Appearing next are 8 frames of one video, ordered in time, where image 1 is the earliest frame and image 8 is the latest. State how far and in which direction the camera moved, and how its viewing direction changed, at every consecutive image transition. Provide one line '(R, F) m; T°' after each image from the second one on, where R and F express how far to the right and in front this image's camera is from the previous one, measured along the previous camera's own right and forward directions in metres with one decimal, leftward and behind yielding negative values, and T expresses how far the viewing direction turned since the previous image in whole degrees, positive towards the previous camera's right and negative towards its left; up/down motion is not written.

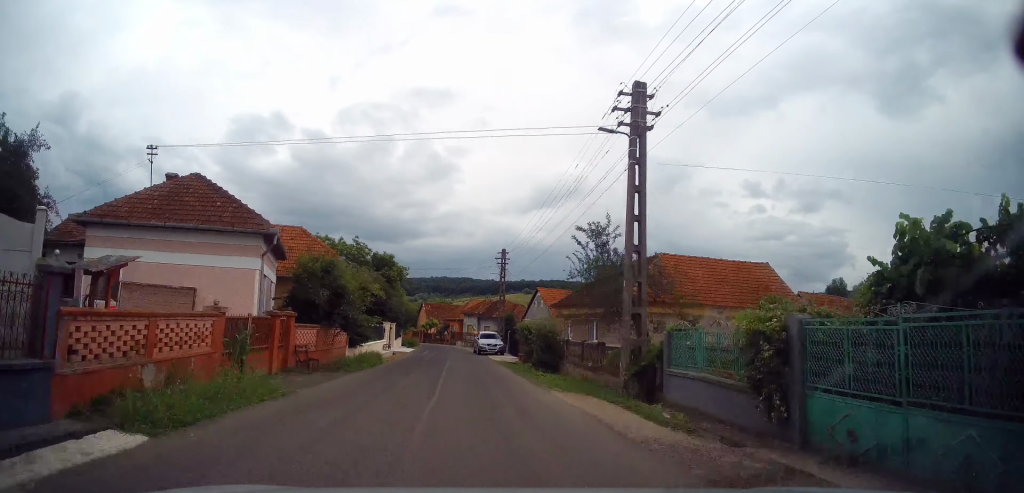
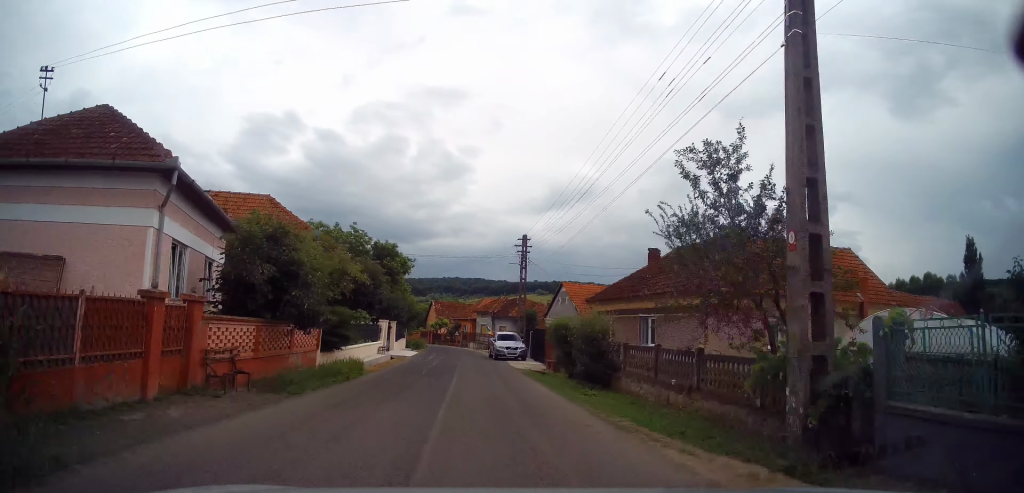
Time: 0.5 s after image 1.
(-0.4, +8.5) m; -1°
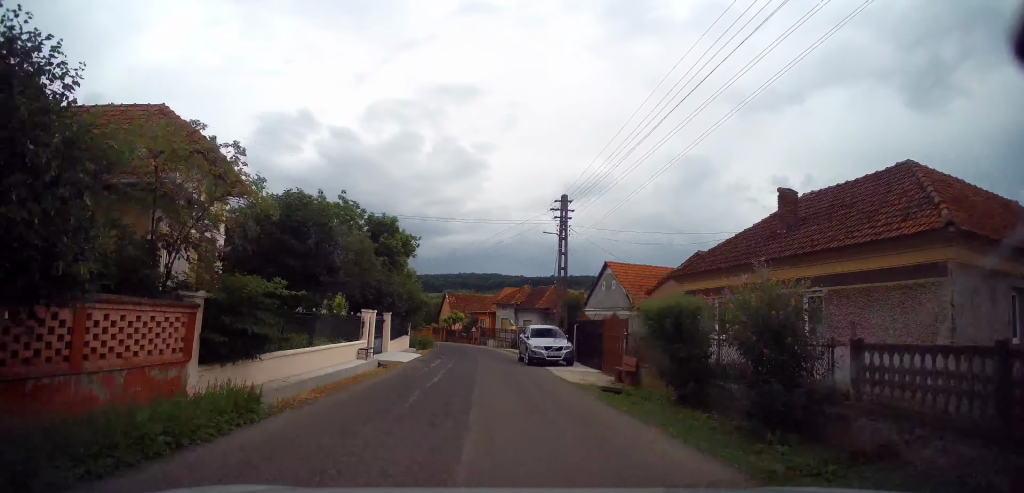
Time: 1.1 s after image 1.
(-0.3, +12.2) m; -1°
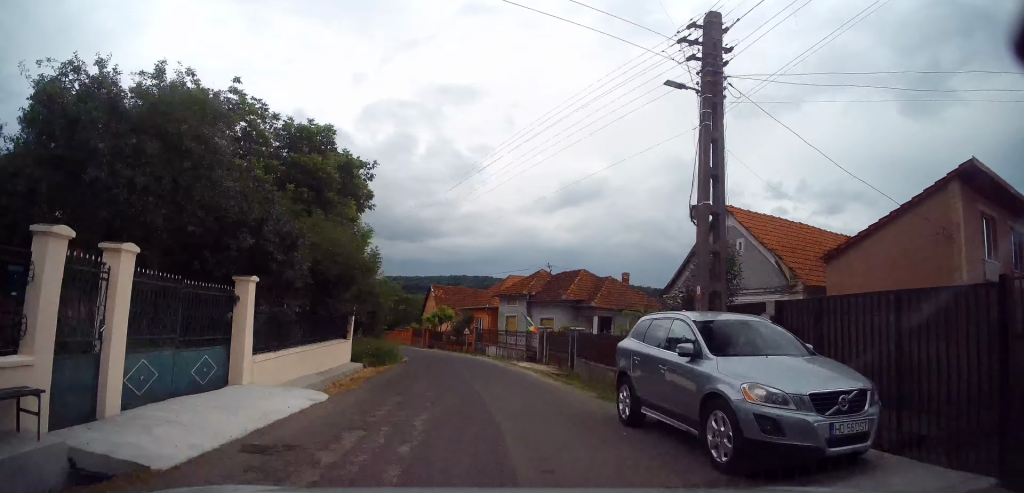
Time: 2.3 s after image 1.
(+0.2, +22.0) m; +1°
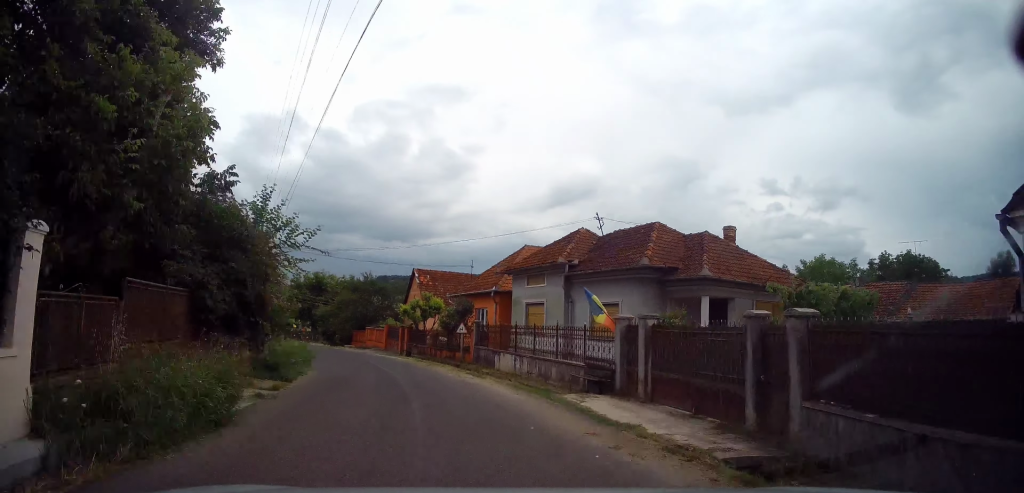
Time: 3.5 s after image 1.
(0.0, +18.3) m; -3°
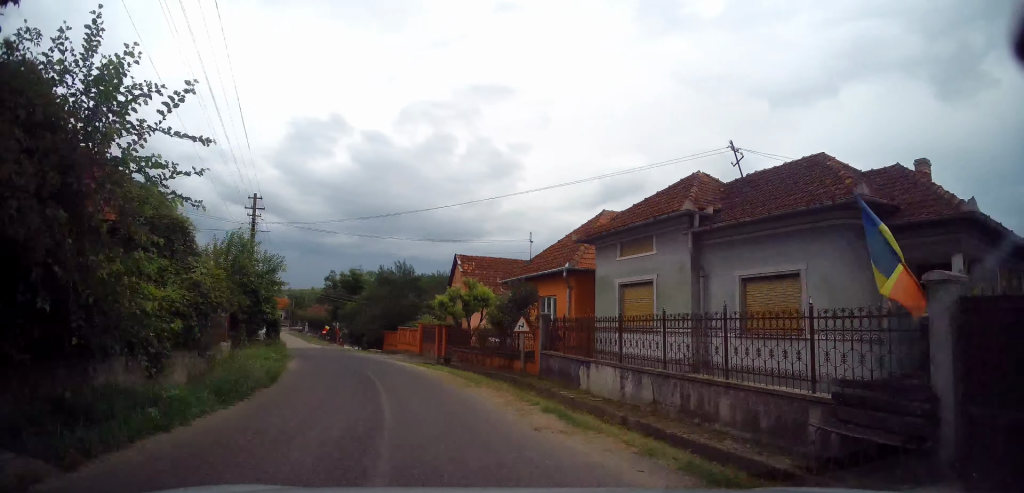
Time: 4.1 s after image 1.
(0.0, +9.3) m; -4°
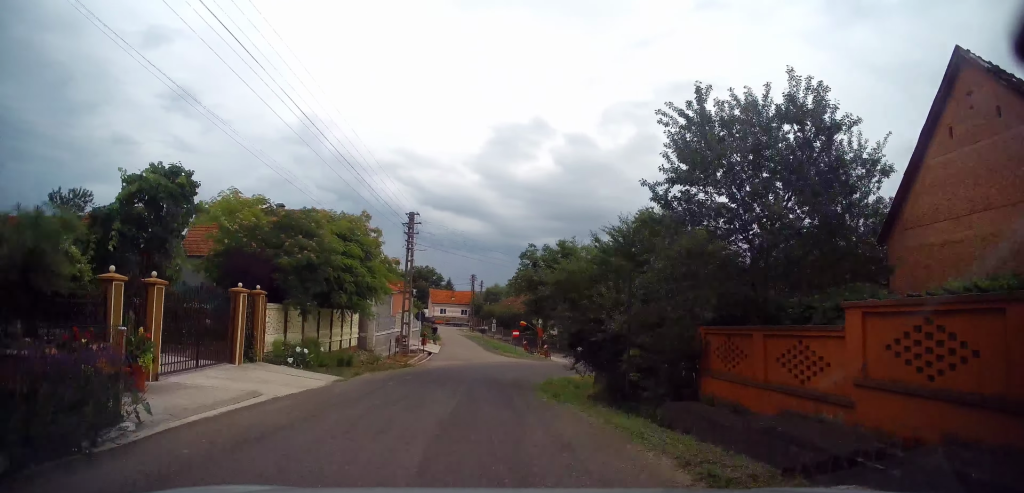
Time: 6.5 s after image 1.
(-5.3, +28.9) m; -16°
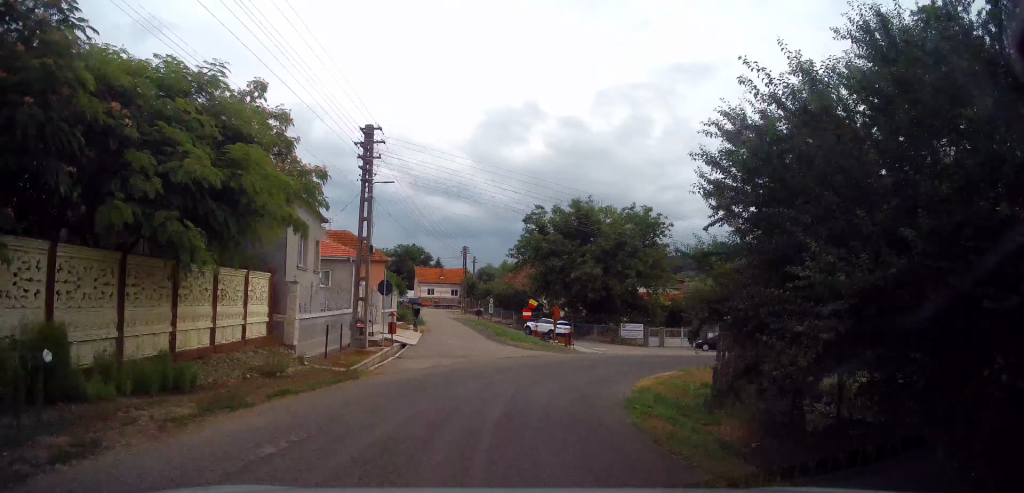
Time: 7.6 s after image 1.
(-0.2, +12.2) m; +3°
